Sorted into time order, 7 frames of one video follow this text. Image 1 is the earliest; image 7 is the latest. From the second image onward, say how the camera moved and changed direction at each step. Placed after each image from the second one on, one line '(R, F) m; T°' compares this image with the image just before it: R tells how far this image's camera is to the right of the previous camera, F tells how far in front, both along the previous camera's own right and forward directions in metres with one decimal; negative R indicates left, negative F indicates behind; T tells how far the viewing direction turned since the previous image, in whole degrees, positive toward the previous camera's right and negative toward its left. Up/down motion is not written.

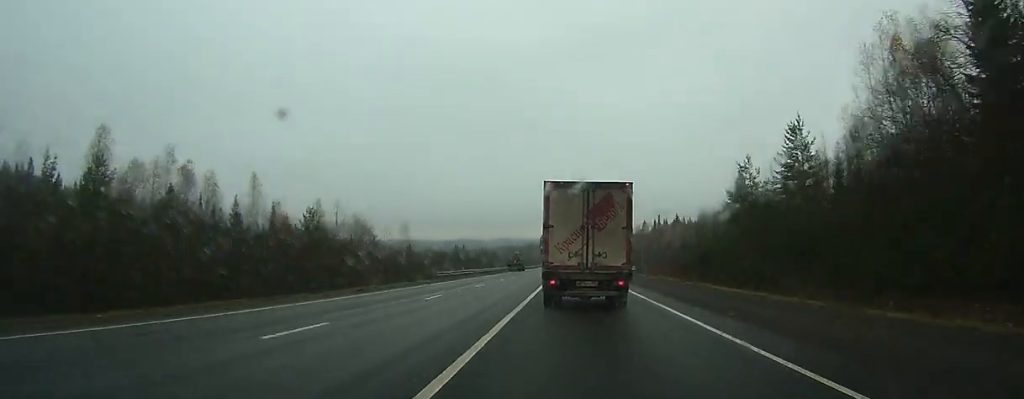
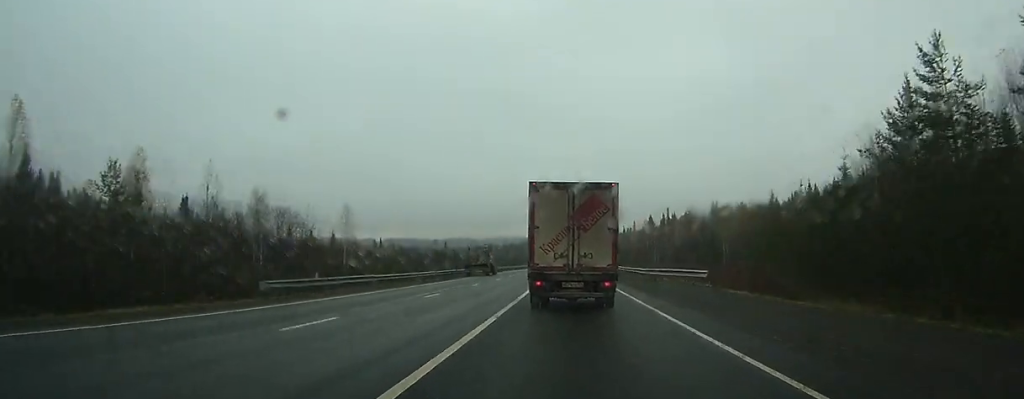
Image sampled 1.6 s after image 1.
(+0.4, +32.8) m; 0°
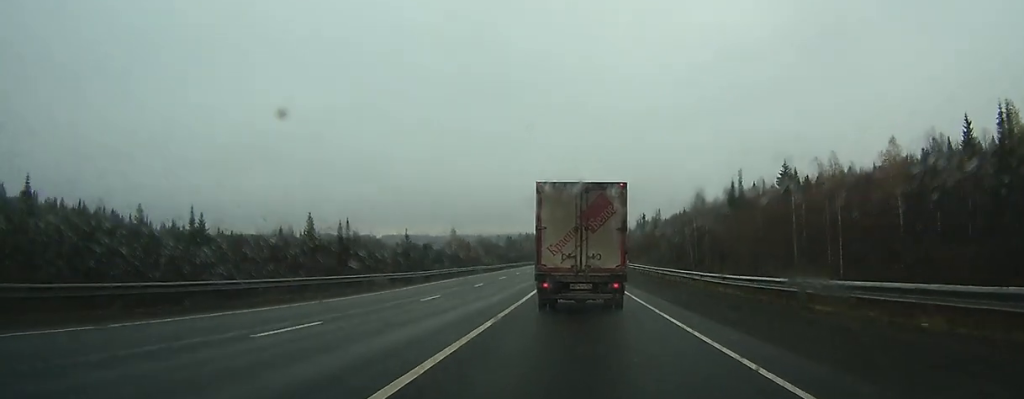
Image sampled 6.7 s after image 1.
(-0.8, +113.6) m; -1°
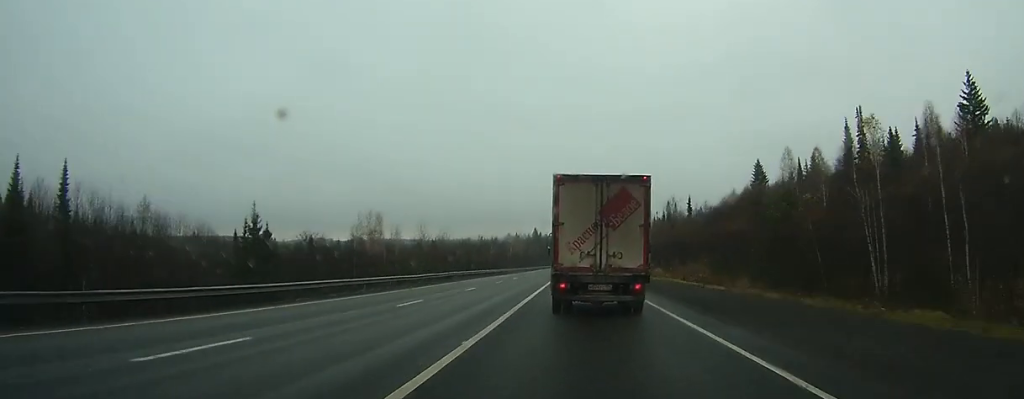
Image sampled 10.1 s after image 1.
(-0.2, +76.8) m; 0°
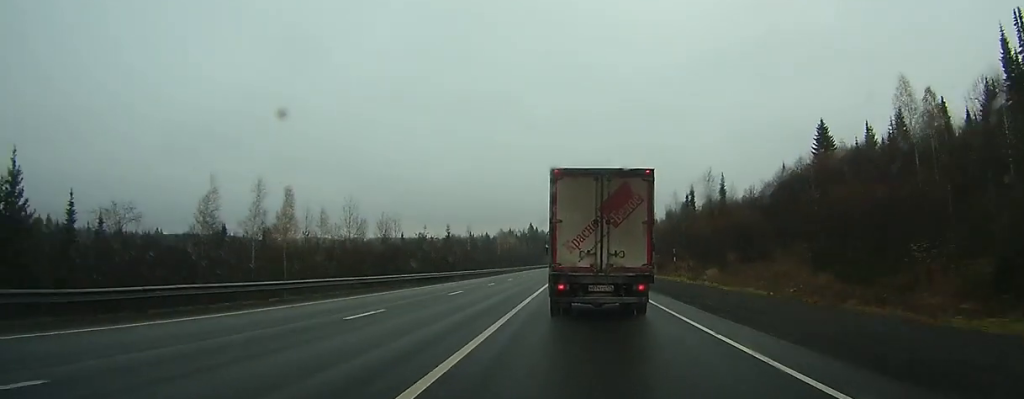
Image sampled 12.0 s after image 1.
(0.0, +40.5) m; 0°
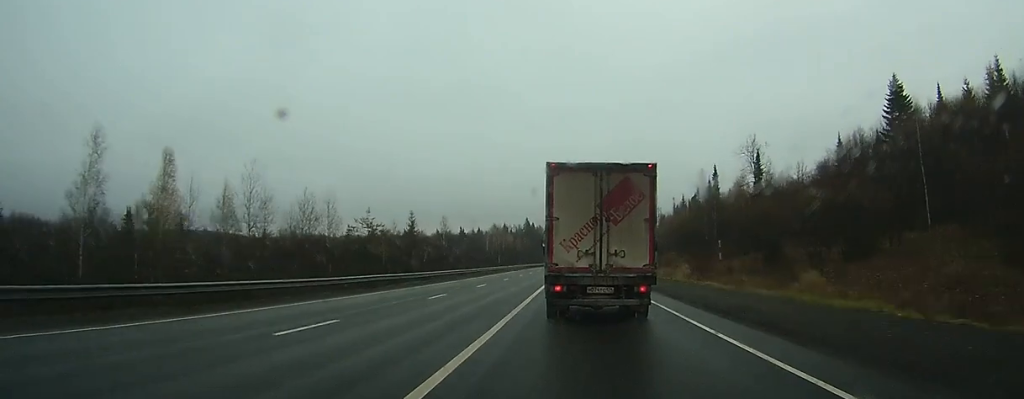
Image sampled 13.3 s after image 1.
(-0.1, +27.2) m; 0°
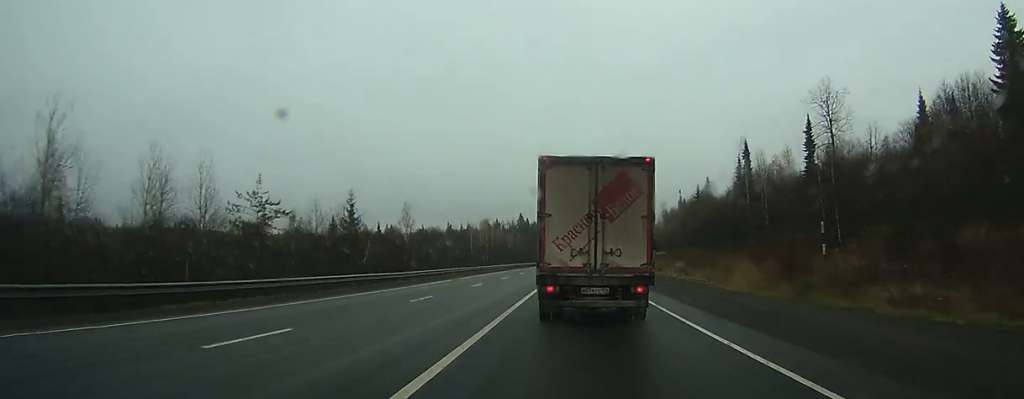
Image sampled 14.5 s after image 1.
(0.0, +25.6) m; 0°
